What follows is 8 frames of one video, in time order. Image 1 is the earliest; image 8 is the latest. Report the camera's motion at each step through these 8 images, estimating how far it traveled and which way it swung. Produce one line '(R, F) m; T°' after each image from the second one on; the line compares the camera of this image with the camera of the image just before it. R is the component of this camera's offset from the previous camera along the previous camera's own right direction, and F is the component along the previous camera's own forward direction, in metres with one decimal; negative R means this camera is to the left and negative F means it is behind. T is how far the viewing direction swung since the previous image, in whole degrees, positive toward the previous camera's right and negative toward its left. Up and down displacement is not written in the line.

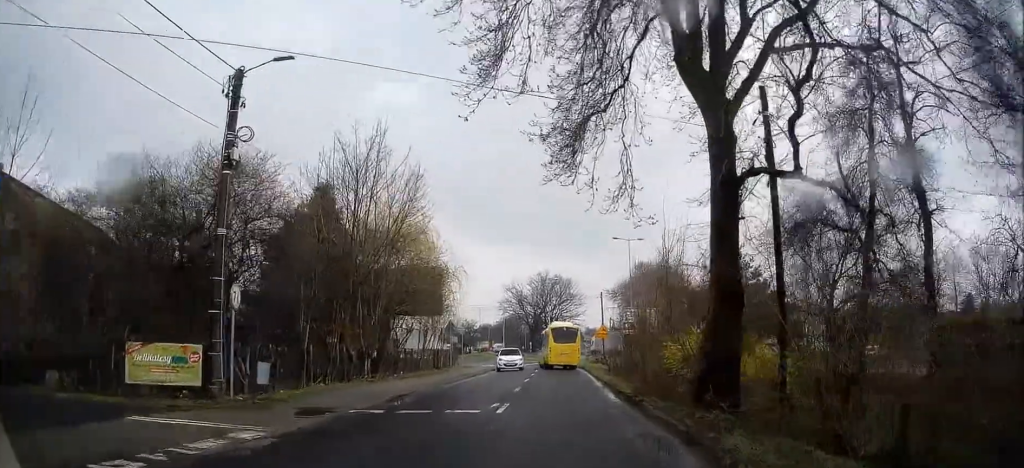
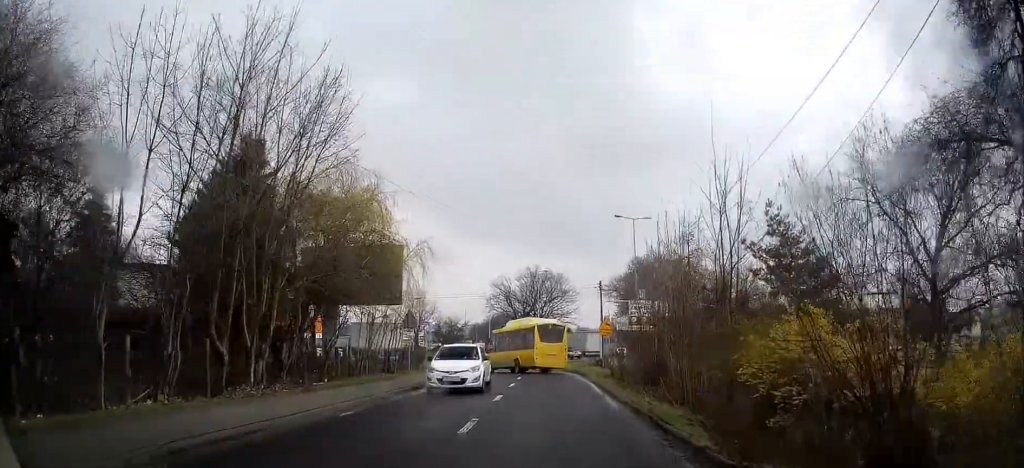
(-0.1, +10.0) m; -1°
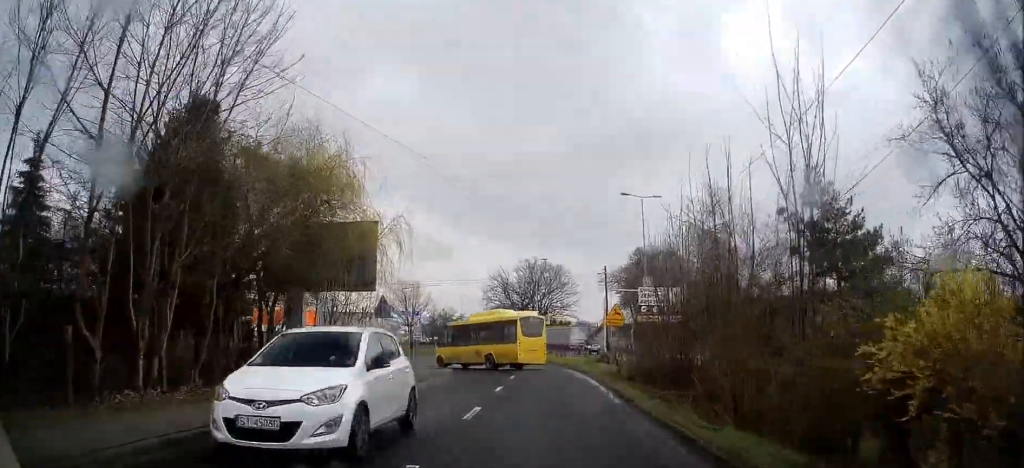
(0.0, +5.1) m; 0°
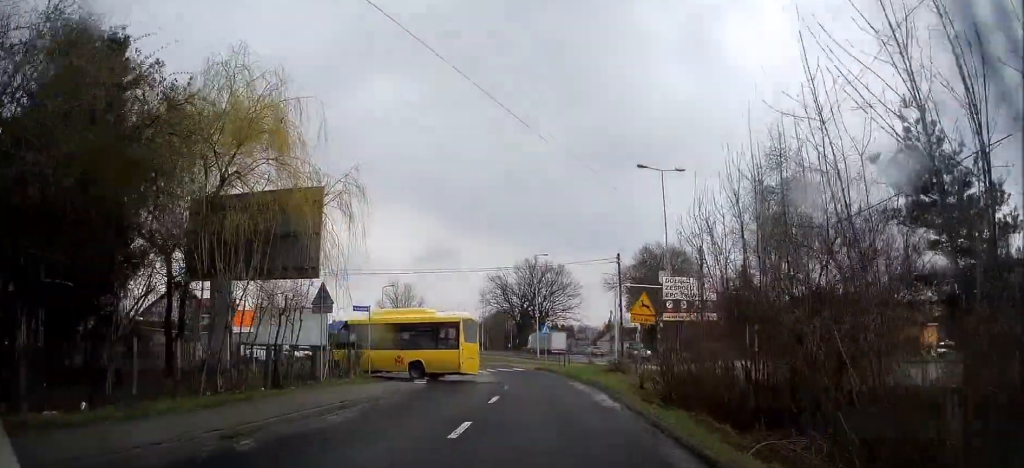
(0.0, +7.5) m; +2°
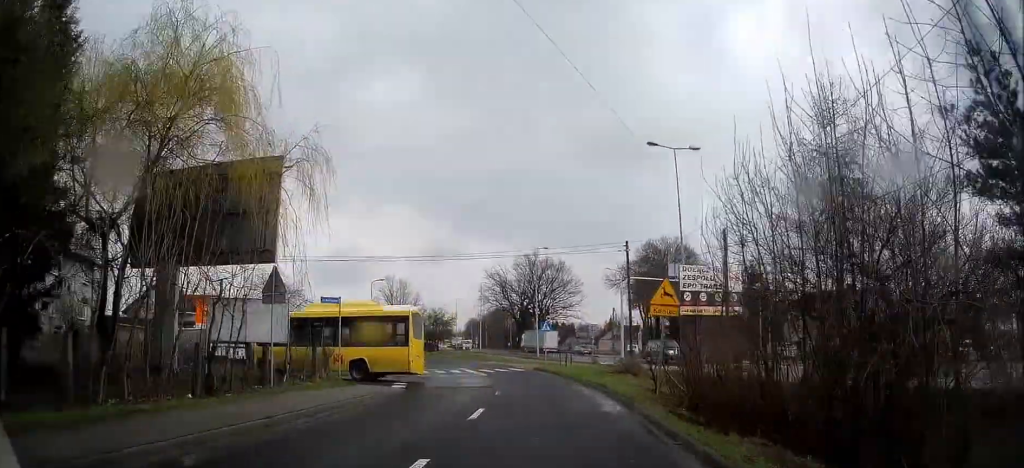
(+0.2, +3.6) m; 0°
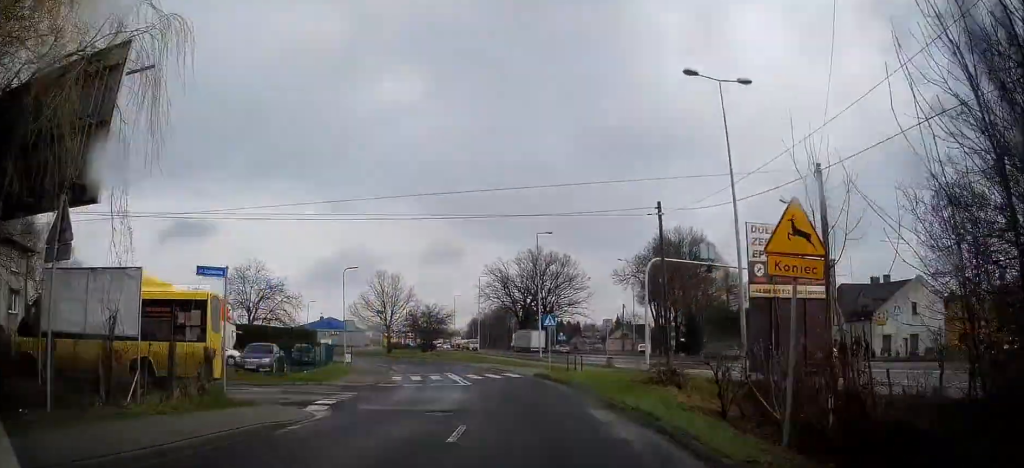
(-0.1, +8.0) m; -1°
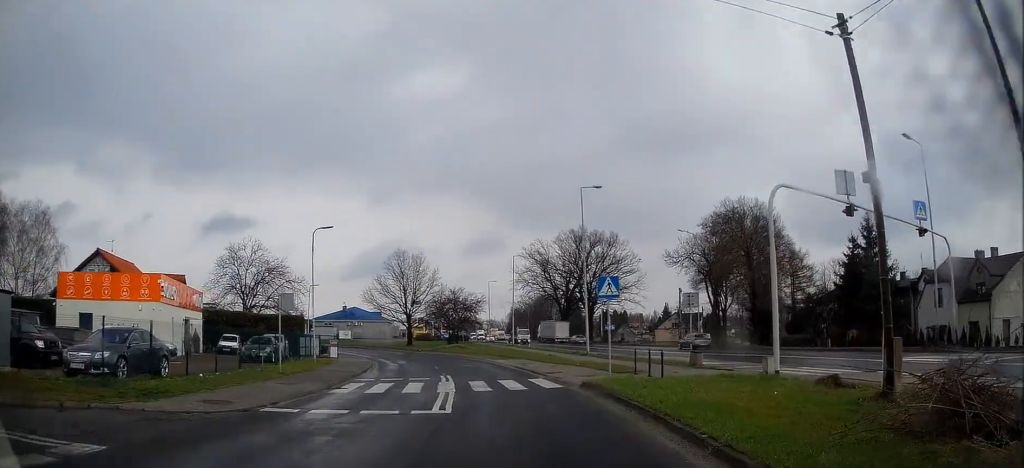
(-0.1, +12.3) m; -1°
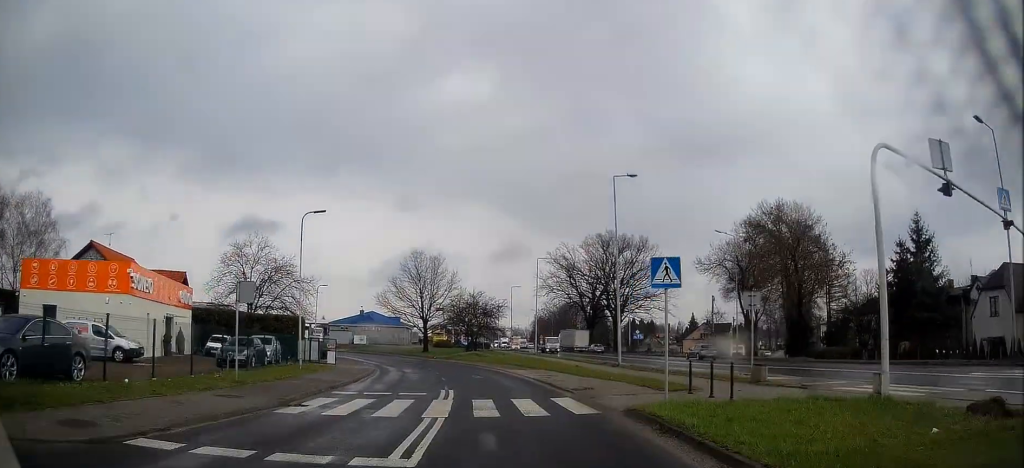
(0.0, +4.7) m; -2°
